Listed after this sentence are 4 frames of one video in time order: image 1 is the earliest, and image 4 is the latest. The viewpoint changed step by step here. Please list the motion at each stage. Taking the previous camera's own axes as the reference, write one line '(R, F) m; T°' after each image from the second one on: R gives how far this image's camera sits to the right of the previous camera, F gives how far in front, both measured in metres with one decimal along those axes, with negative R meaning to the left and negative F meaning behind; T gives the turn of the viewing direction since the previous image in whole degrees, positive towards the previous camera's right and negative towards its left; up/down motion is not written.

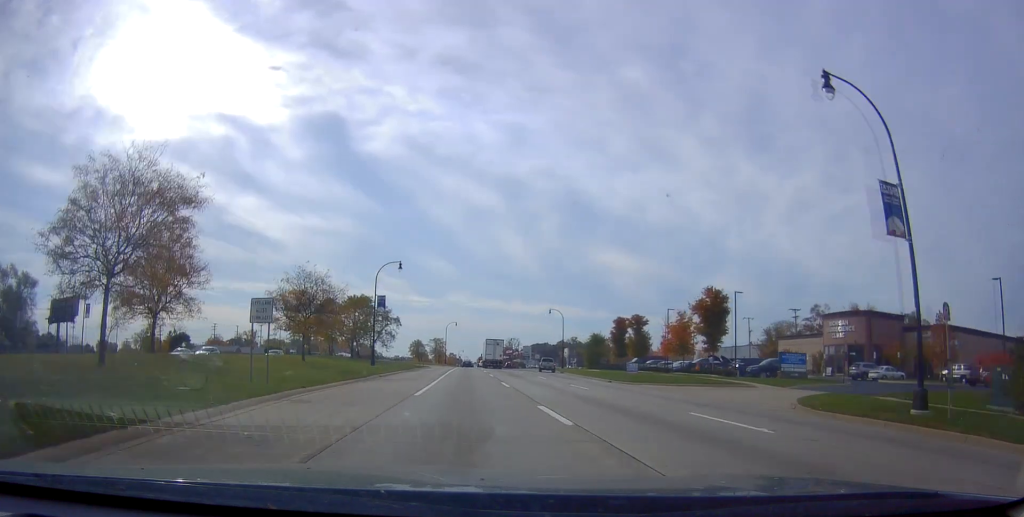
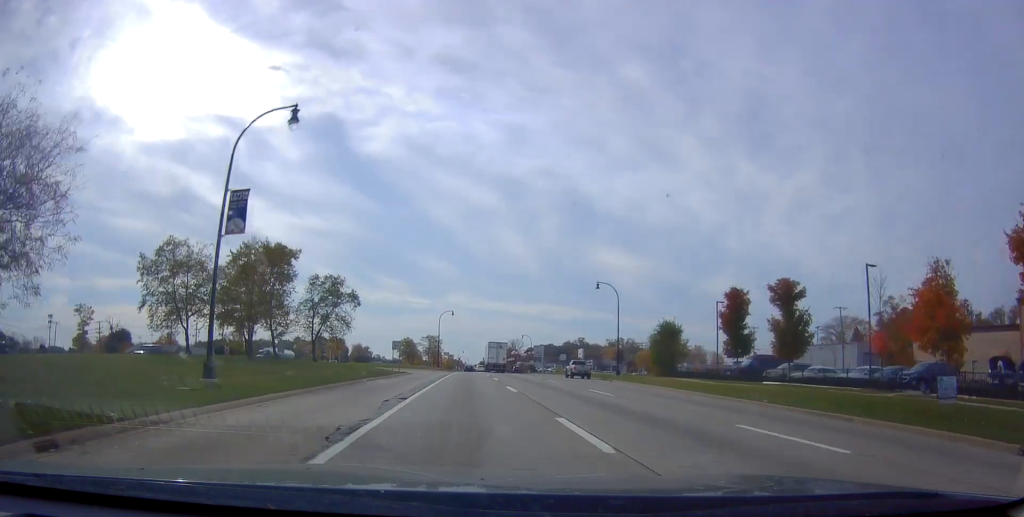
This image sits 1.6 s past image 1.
(-0.6, +34.0) m; -2°
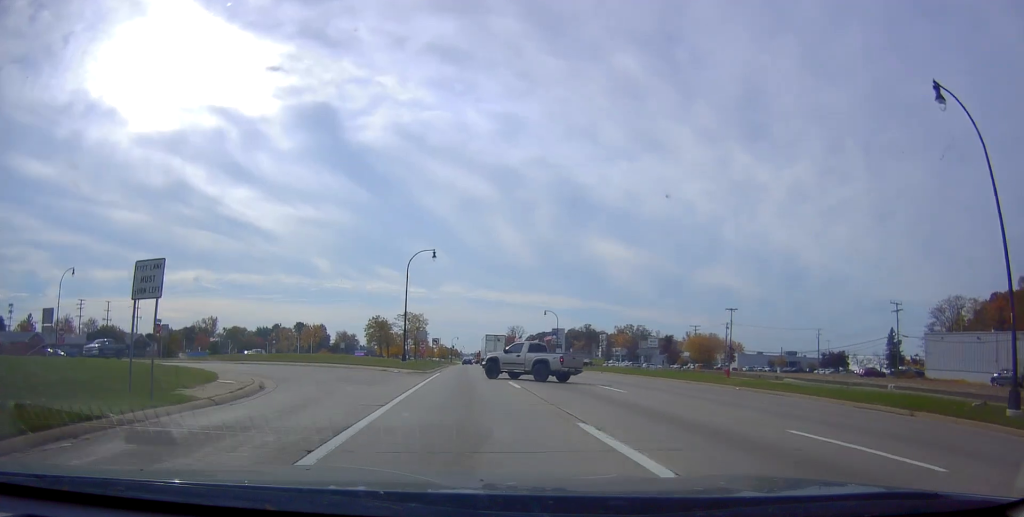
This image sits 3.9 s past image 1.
(-0.3, +46.3) m; 0°
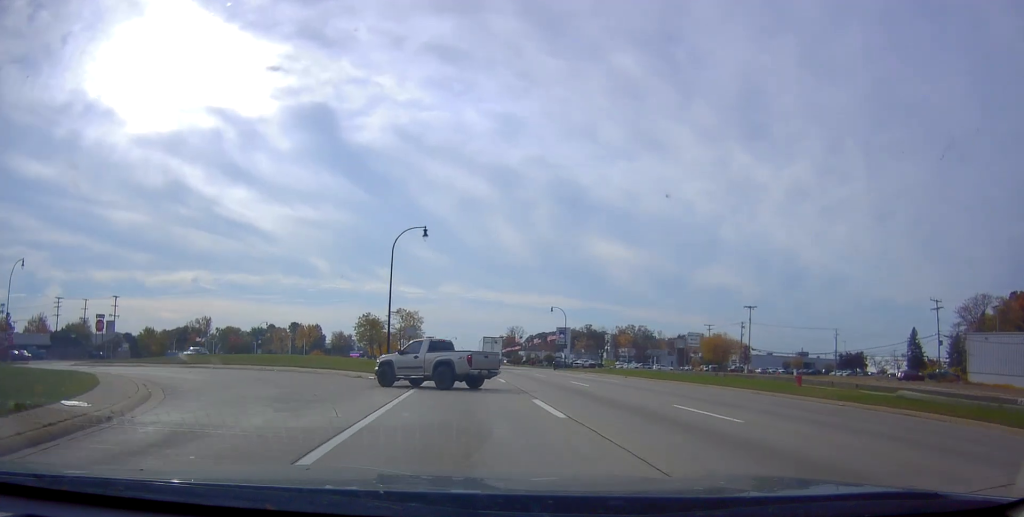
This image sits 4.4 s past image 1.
(0.0, +10.0) m; +1°
